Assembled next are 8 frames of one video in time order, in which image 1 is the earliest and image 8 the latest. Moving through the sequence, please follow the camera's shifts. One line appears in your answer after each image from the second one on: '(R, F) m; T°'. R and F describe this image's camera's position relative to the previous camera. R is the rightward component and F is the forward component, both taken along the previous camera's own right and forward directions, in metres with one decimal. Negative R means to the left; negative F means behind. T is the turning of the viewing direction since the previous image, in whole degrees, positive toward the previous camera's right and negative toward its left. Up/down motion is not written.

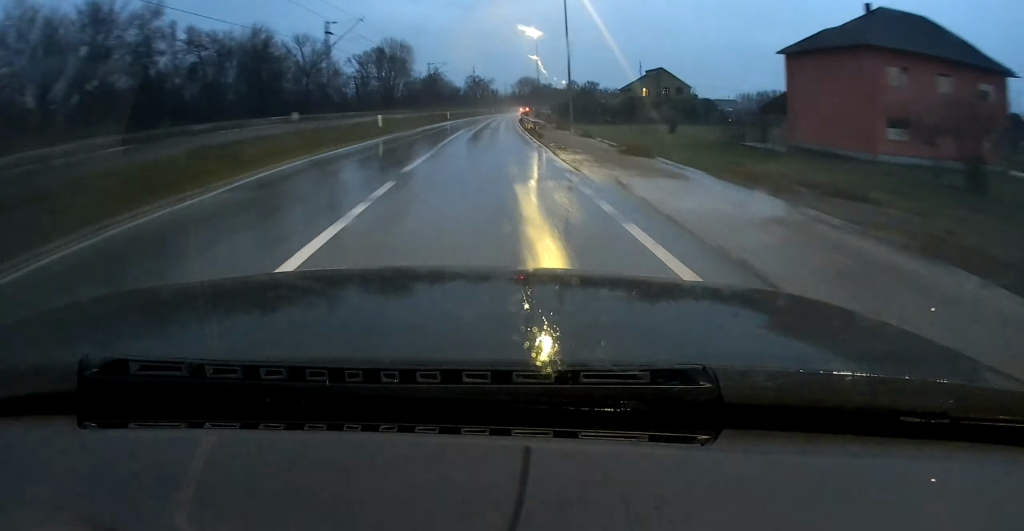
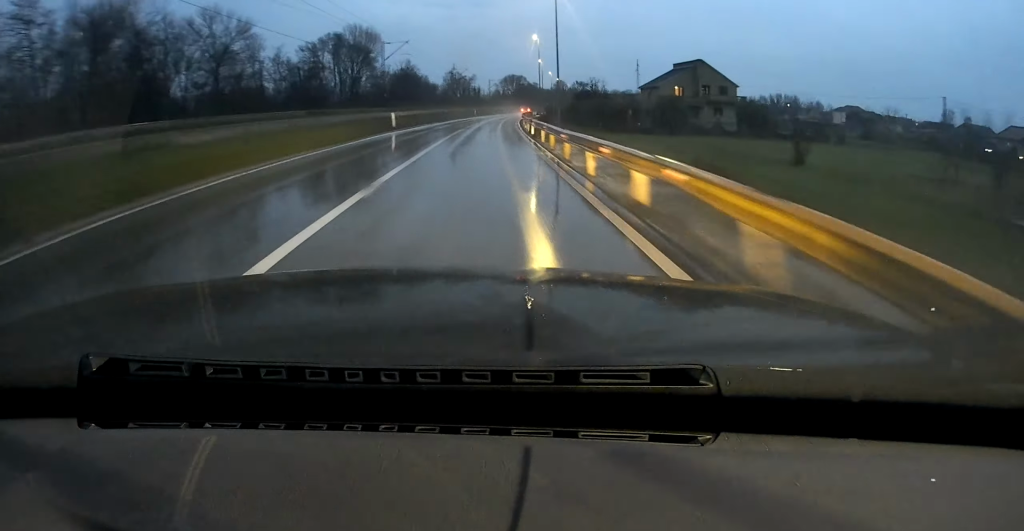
(+0.2, +31.8) m; +2°
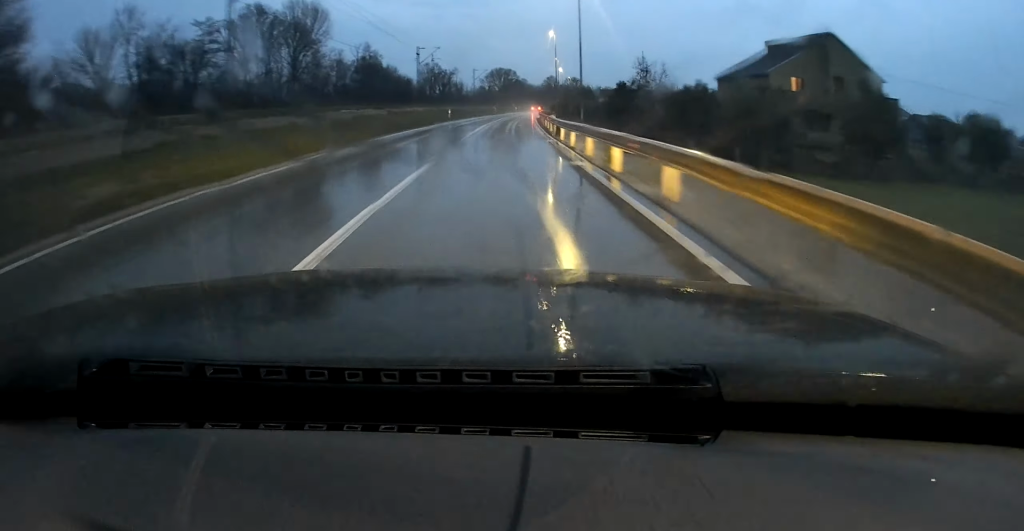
(+1.1, +40.4) m; +2°
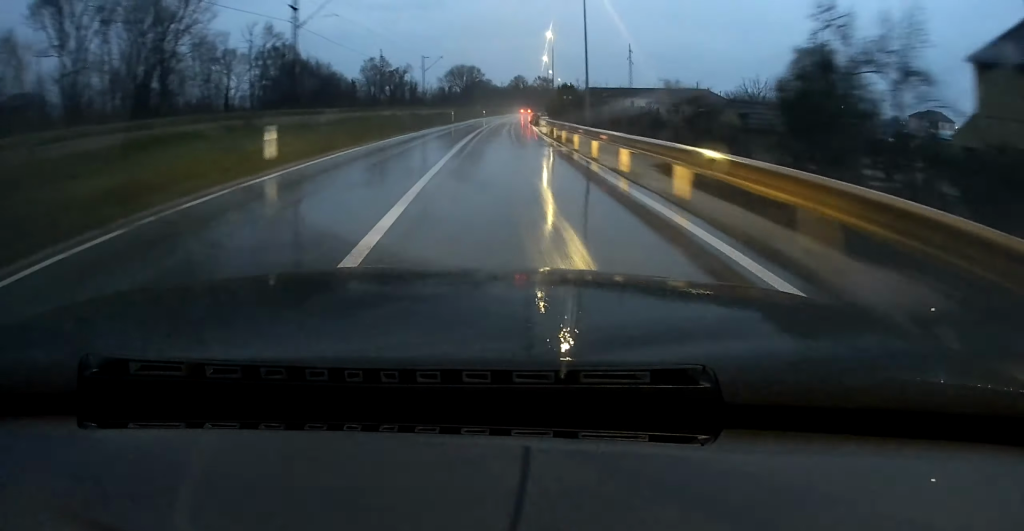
(+0.8, +41.2) m; +2°
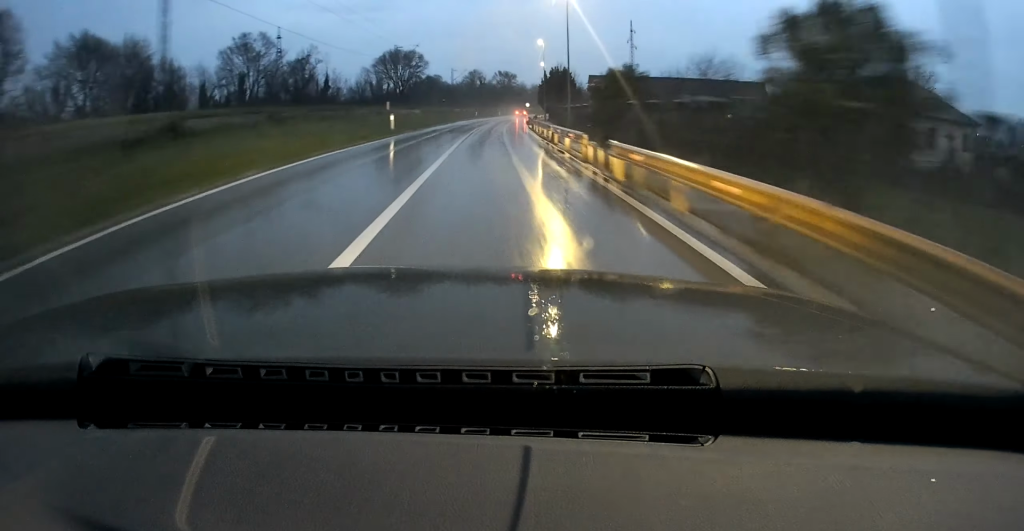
(+2.3, +66.4) m; +4°
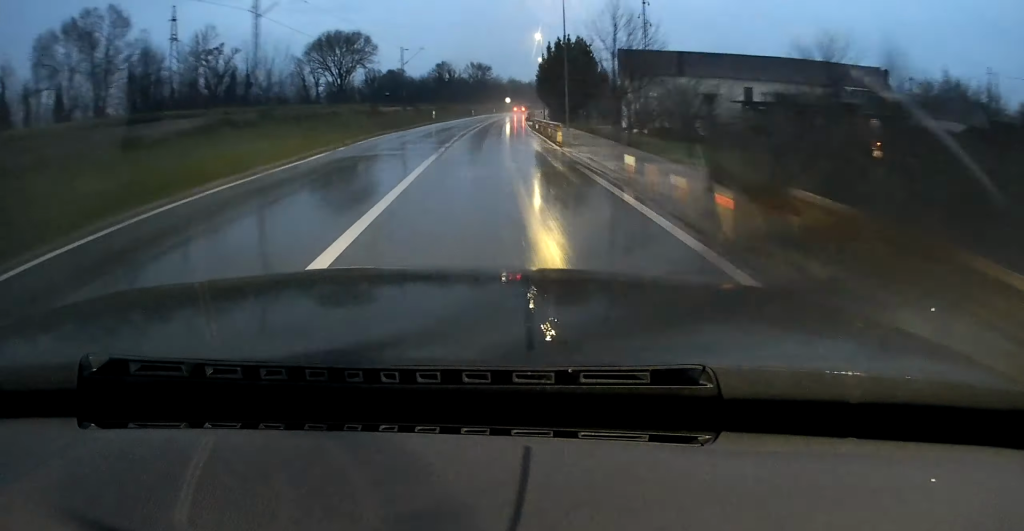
(+0.8, +40.4) m; +3°
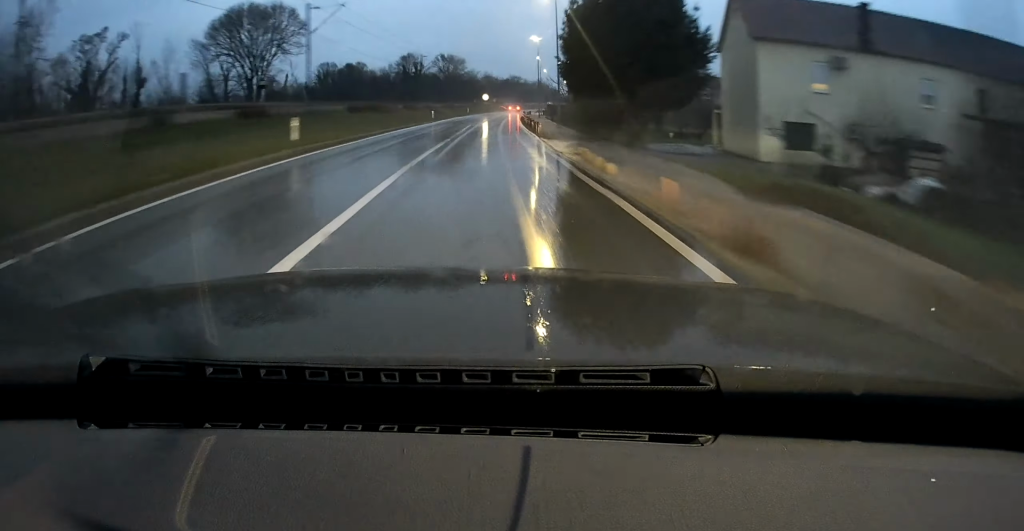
(+0.7, +35.4) m; +2°
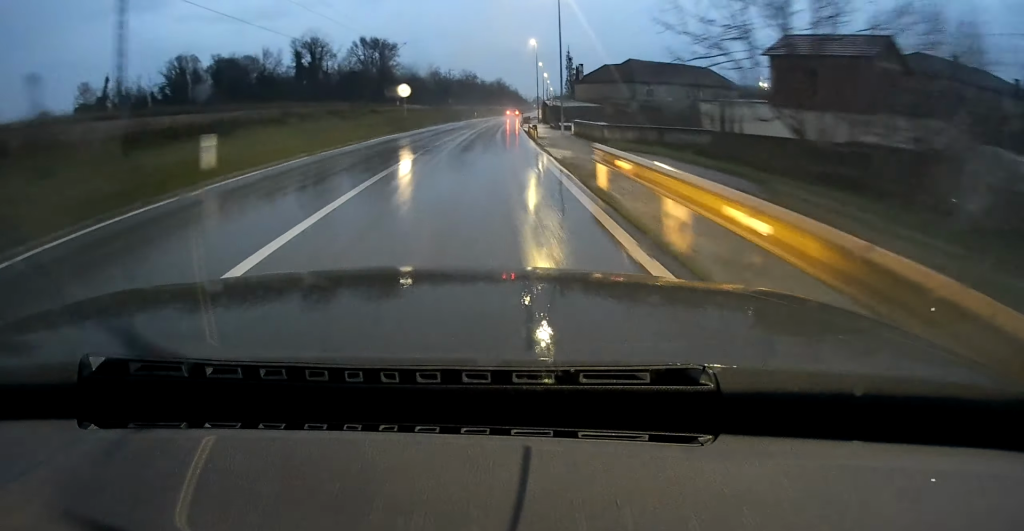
(+2.6, +75.7) m; +4°
